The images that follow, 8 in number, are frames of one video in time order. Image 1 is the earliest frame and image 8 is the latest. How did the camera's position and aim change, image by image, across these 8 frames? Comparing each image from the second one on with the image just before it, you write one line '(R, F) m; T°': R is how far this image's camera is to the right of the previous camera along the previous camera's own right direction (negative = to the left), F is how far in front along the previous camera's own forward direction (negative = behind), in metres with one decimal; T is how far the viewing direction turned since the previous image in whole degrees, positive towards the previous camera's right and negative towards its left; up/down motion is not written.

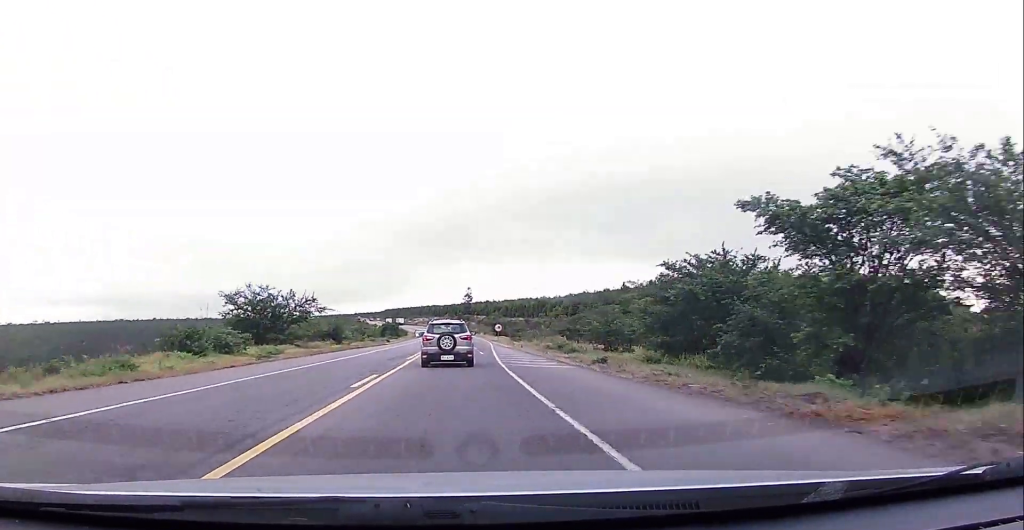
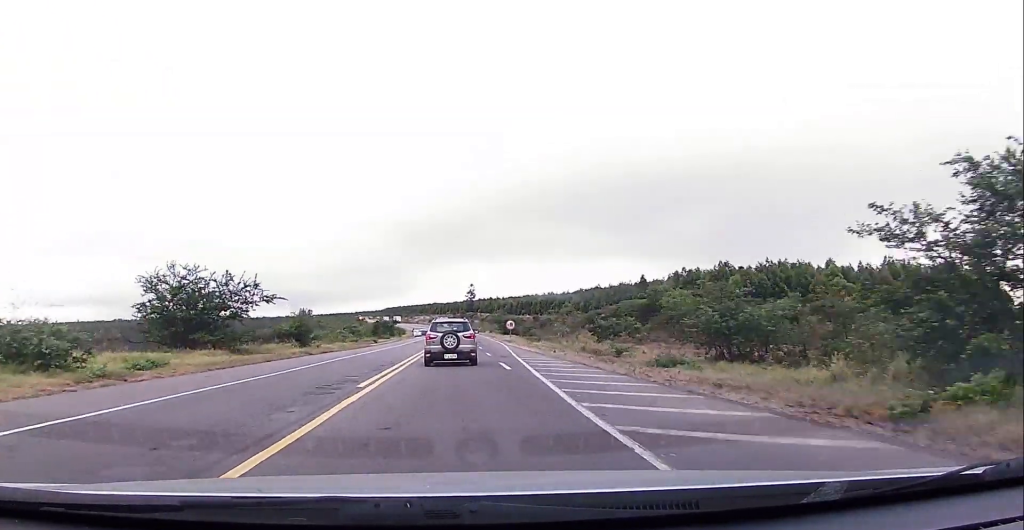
(+0.1, +16.3) m; 0°
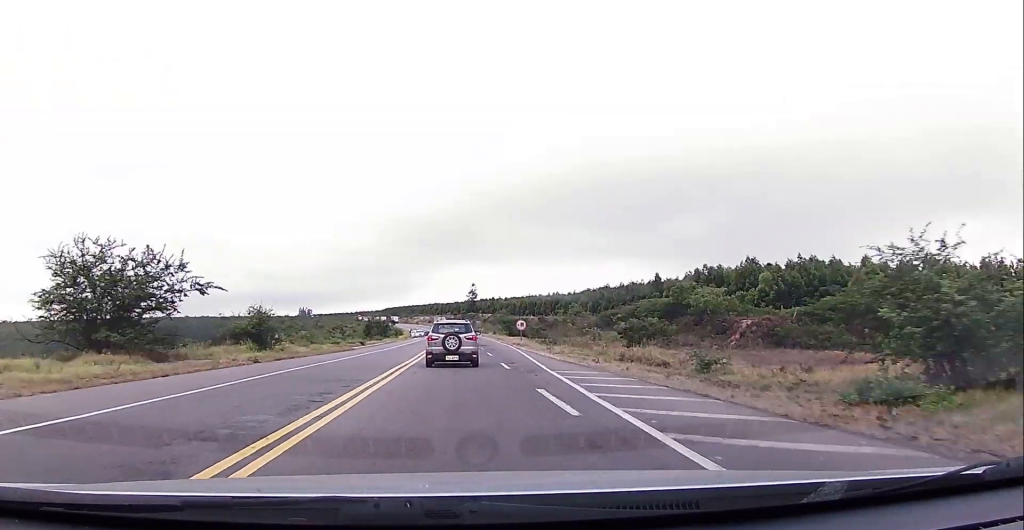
(+0.1, +10.9) m; 0°
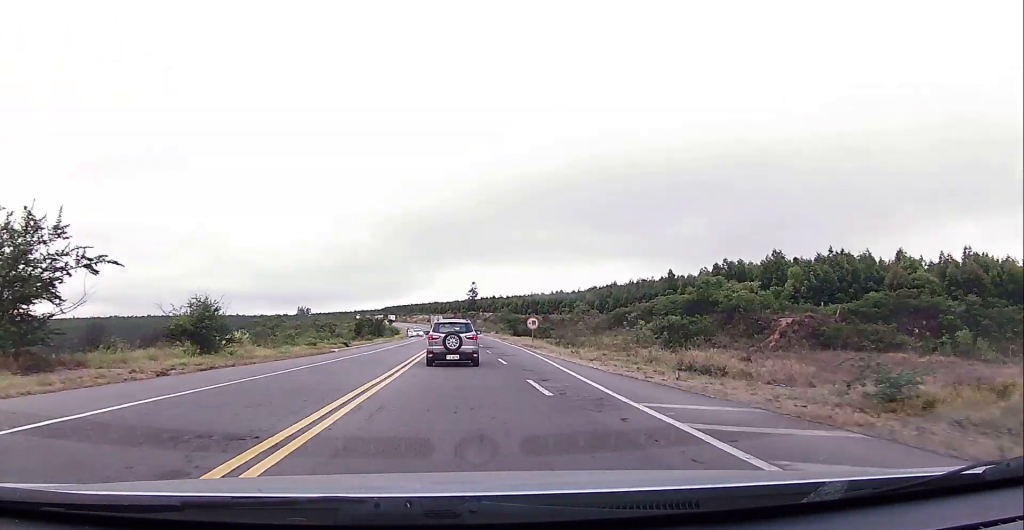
(0.0, +9.3) m; 0°
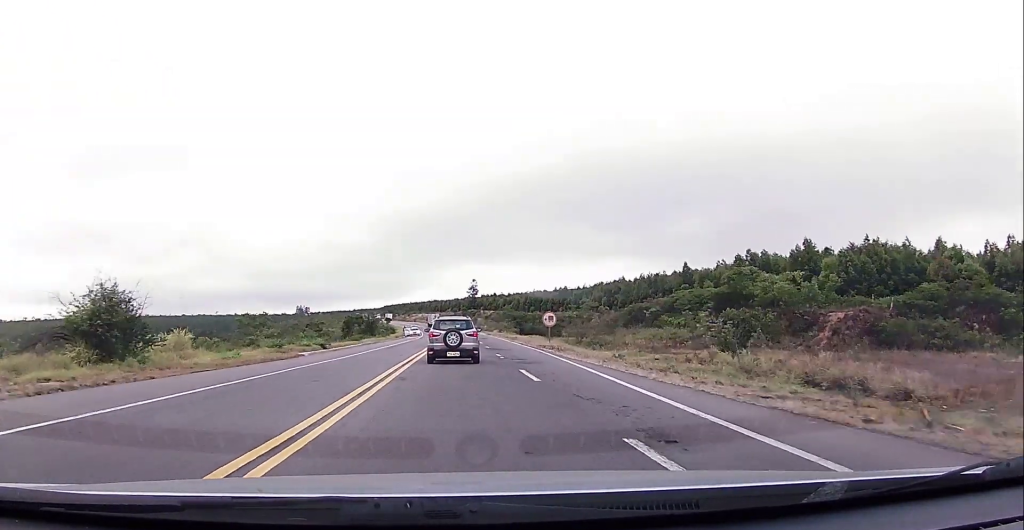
(-0.1, +9.3) m; 0°
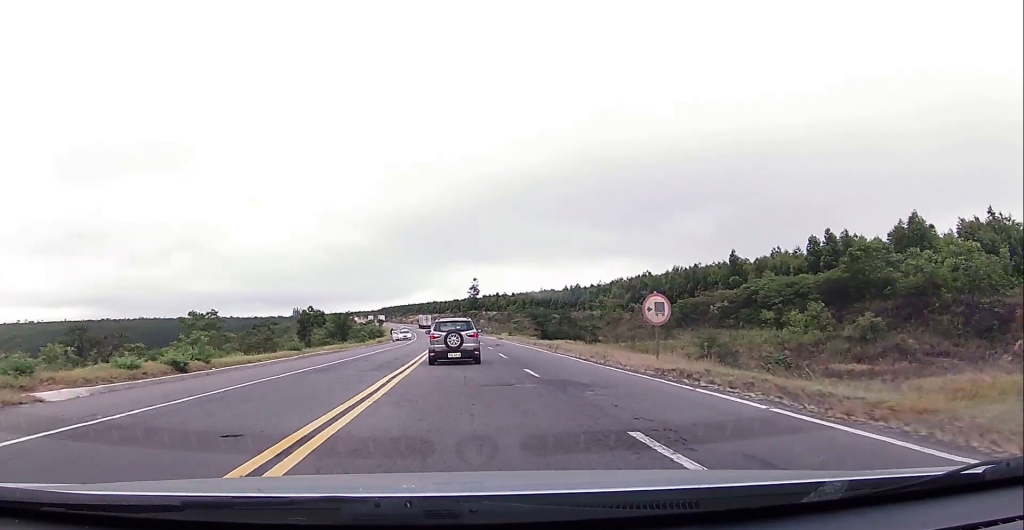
(+0.1, +23.5) m; 0°
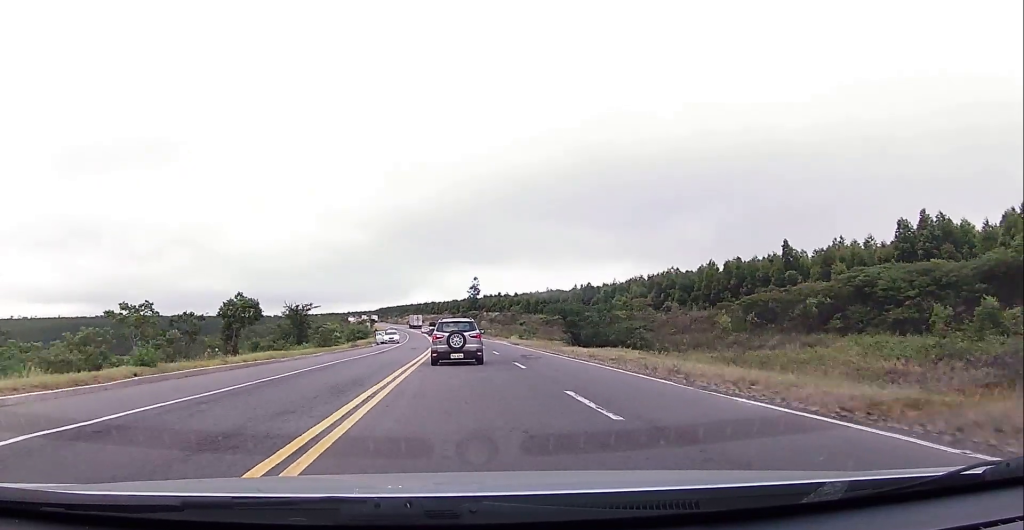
(0.0, +19.0) m; 0°
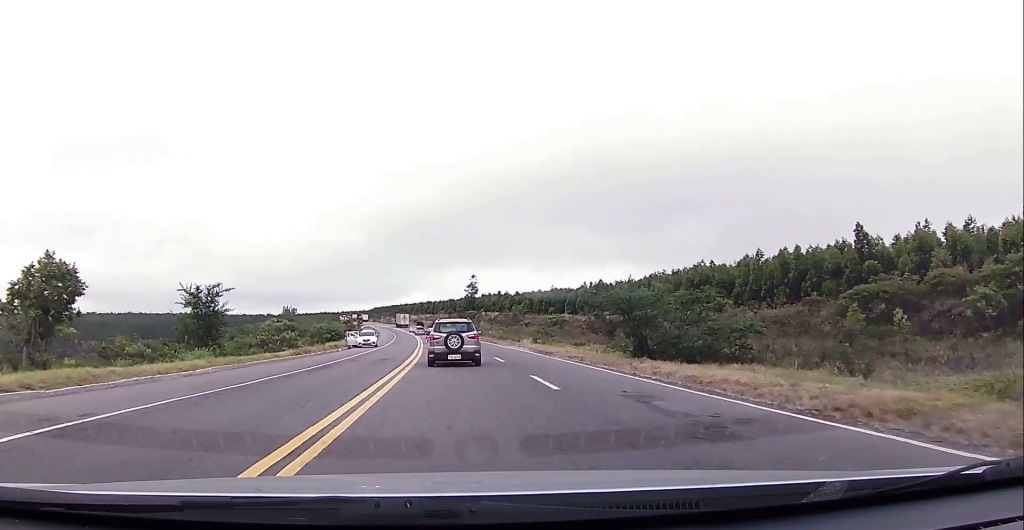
(0.0, +19.1) m; 0°
